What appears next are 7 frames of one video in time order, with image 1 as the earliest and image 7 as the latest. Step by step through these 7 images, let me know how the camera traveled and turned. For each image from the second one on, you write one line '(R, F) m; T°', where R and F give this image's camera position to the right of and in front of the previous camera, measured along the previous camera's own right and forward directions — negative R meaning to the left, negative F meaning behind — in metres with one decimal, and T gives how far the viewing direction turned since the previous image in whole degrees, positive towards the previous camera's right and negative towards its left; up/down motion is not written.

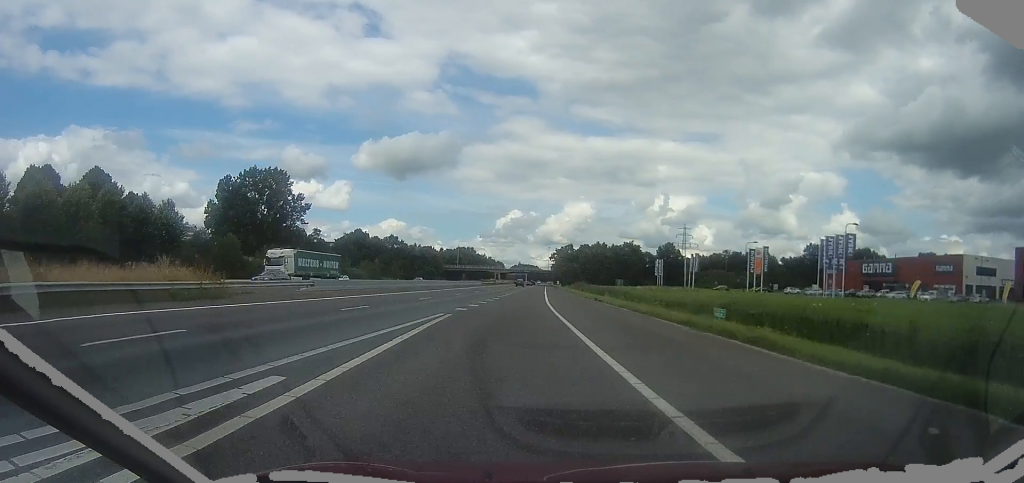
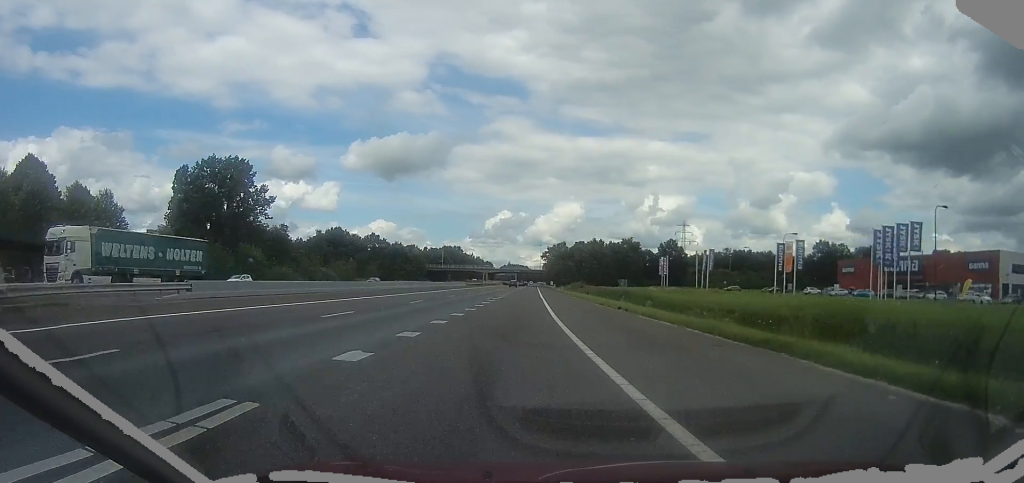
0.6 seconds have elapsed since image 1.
(-0.1, +14.1) m; 0°
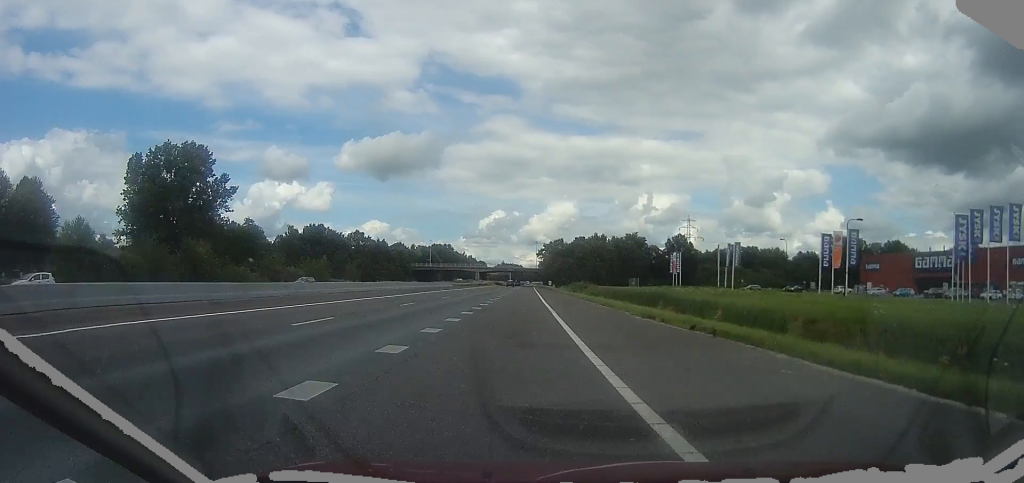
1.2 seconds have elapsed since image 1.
(+0.1, +14.5) m; 0°
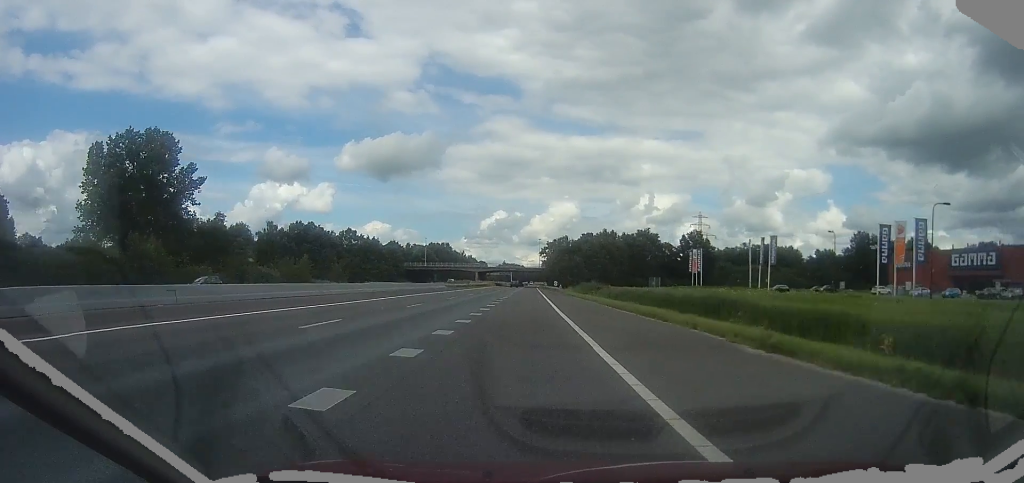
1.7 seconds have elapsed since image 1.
(0.0, +12.1) m; 0°
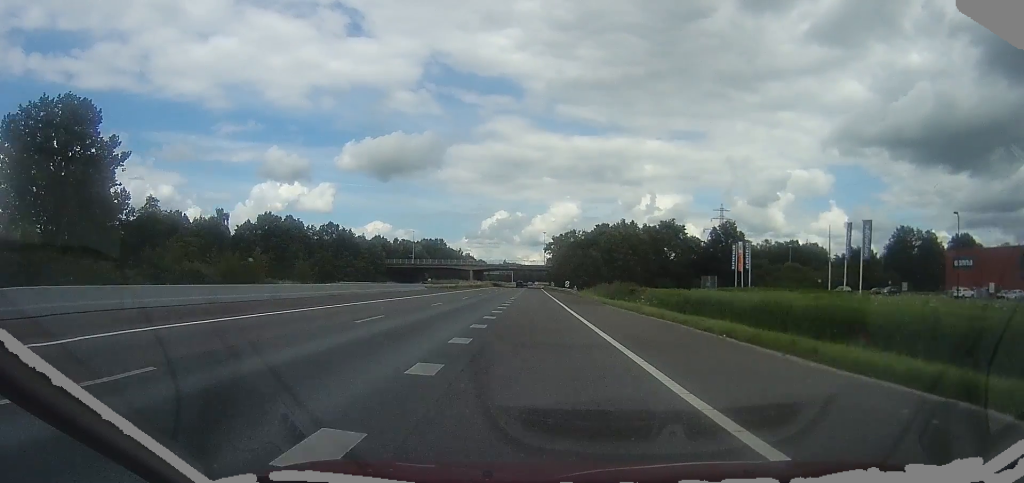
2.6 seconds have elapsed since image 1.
(0.0, +21.3) m; 0°
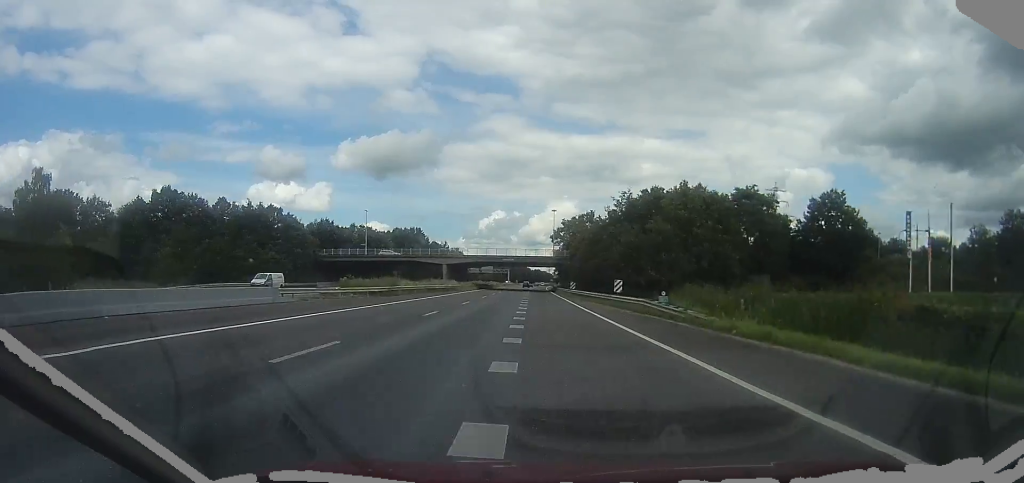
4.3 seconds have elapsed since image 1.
(0.0, +43.0) m; 0°
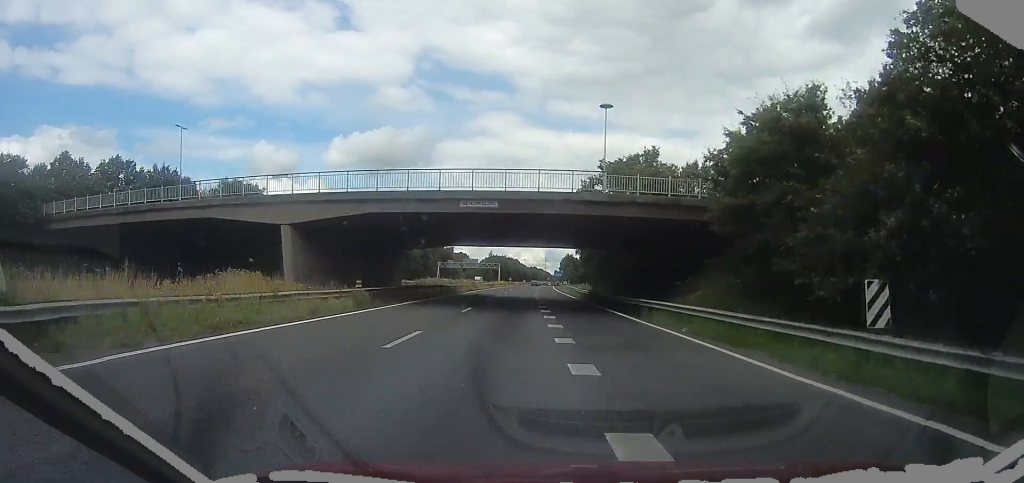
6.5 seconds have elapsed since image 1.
(+0.1, +57.7) m; 0°
